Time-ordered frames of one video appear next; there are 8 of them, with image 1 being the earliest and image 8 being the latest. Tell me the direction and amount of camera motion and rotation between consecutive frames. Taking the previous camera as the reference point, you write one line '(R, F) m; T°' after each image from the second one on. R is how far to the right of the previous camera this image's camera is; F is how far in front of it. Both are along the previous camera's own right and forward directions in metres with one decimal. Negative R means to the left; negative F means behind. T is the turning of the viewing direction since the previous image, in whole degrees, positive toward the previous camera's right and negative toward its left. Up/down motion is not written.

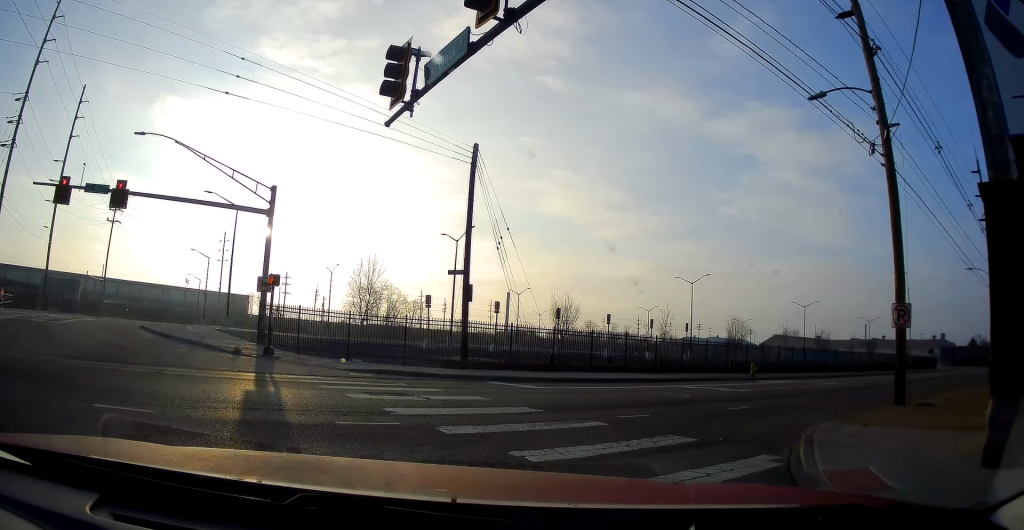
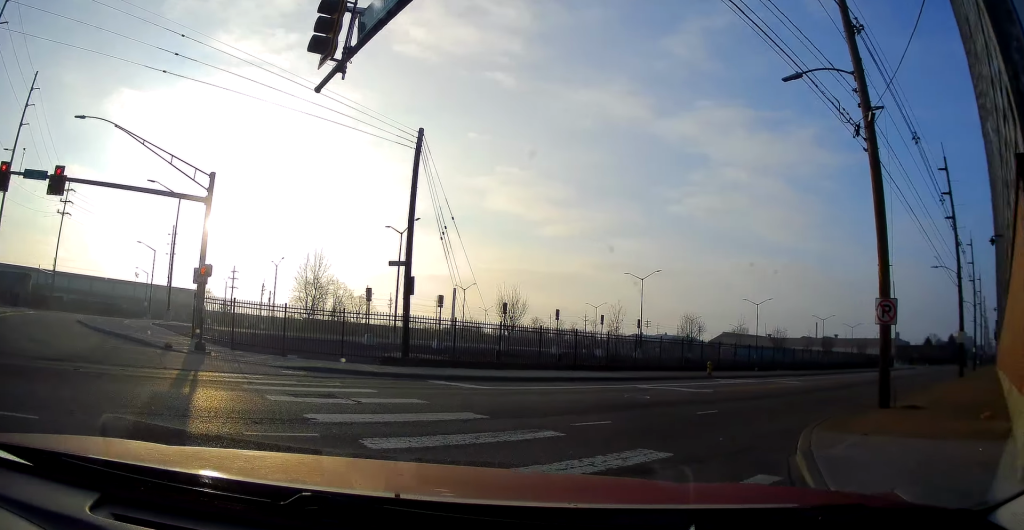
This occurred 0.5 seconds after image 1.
(+0.3, +1.6) m; +12°
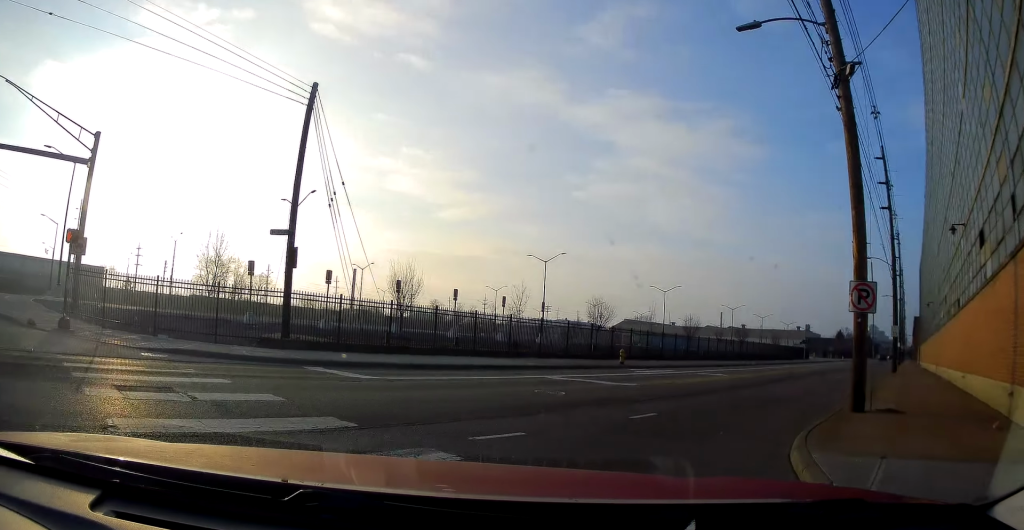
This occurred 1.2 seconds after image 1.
(+0.4, +2.6) m; +17°
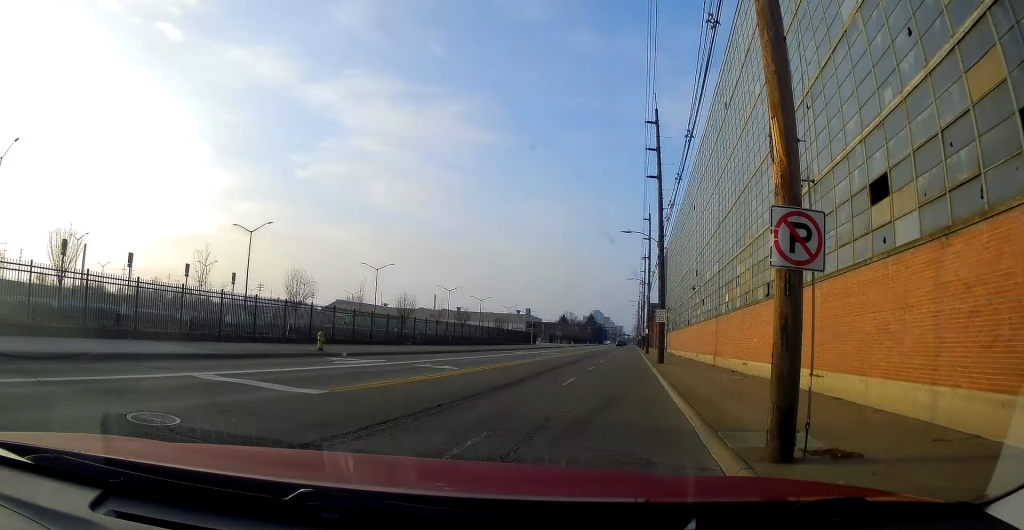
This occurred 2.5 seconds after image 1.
(+1.5, +6.3) m; +16°
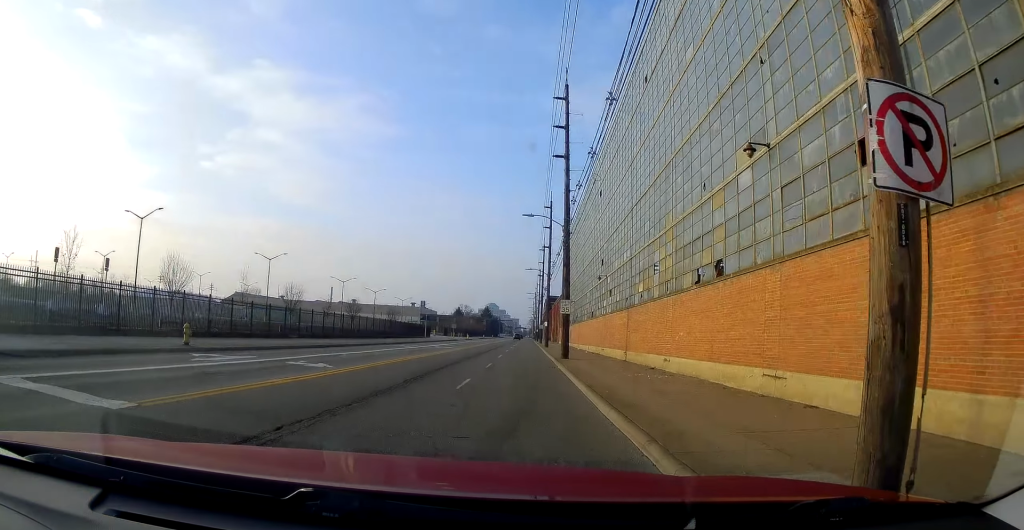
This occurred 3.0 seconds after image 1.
(+0.2, +3.2) m; +2°
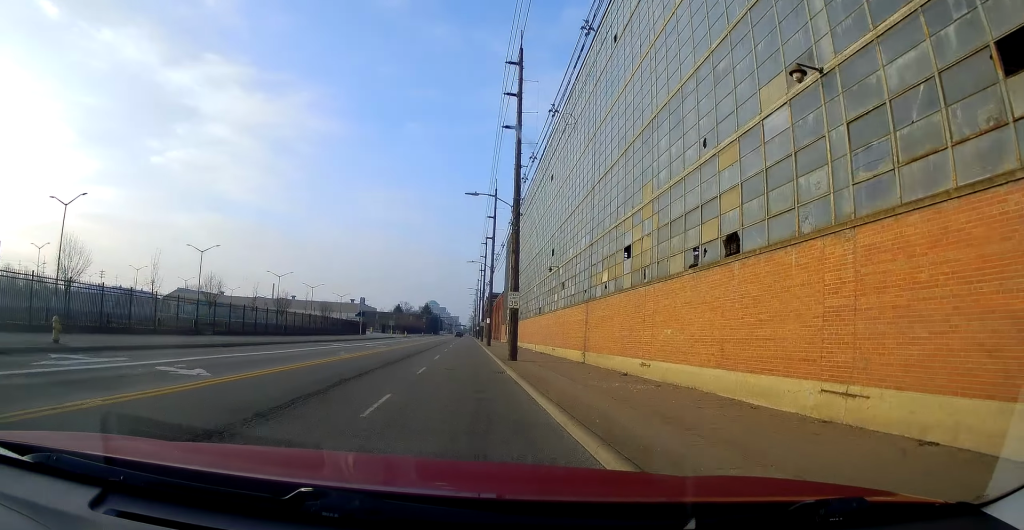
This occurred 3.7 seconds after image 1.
(-0.2, +5.0) m; +1°
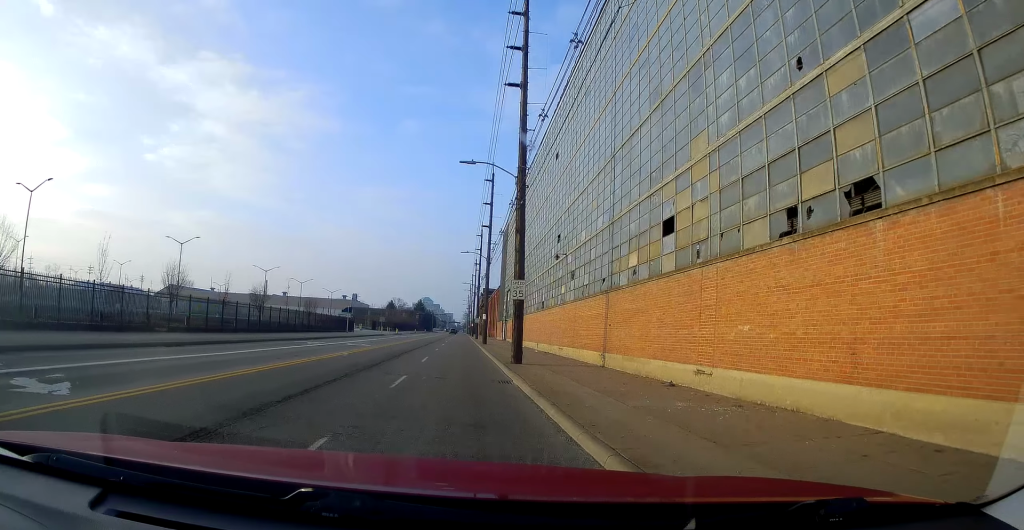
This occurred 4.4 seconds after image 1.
(+0.1, +5.3) m; +1°
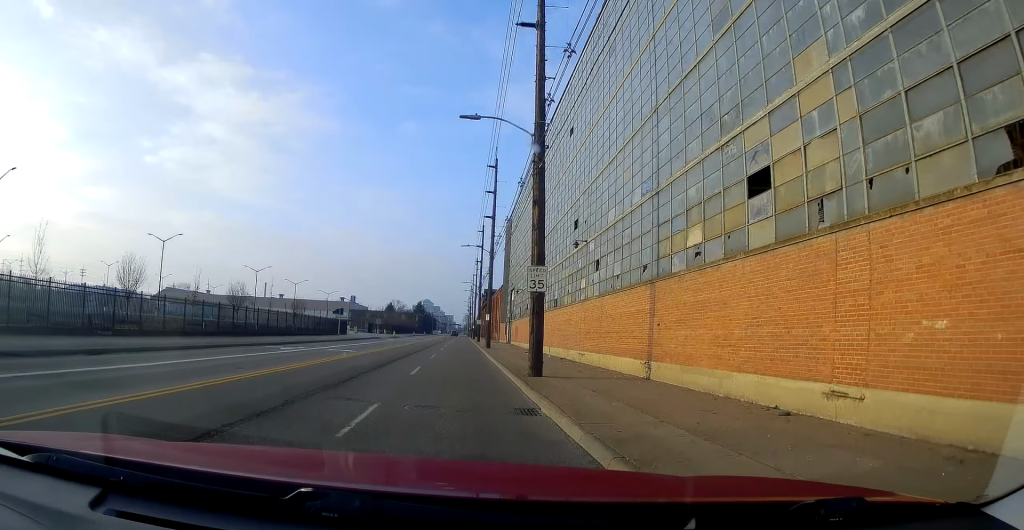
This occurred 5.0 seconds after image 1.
(+0.1, +5.7) m; +1°
